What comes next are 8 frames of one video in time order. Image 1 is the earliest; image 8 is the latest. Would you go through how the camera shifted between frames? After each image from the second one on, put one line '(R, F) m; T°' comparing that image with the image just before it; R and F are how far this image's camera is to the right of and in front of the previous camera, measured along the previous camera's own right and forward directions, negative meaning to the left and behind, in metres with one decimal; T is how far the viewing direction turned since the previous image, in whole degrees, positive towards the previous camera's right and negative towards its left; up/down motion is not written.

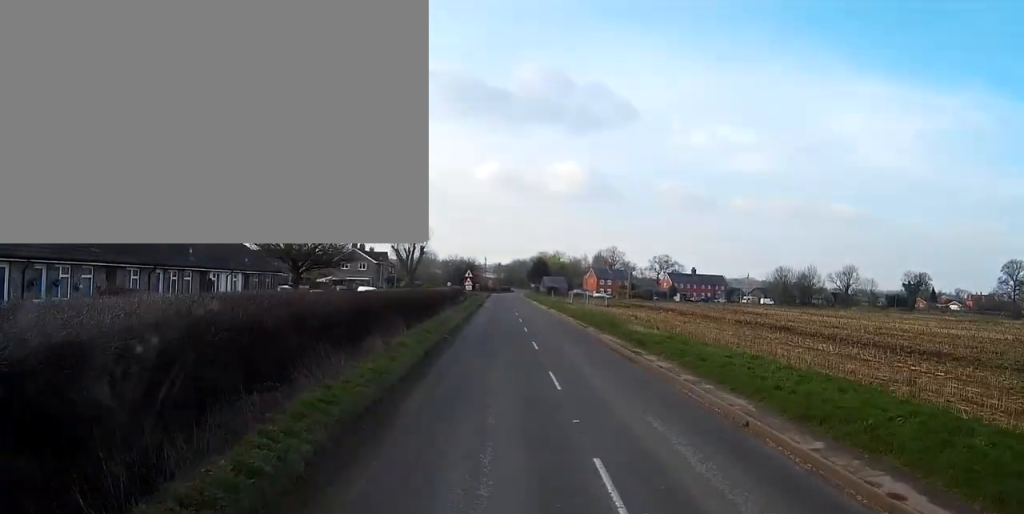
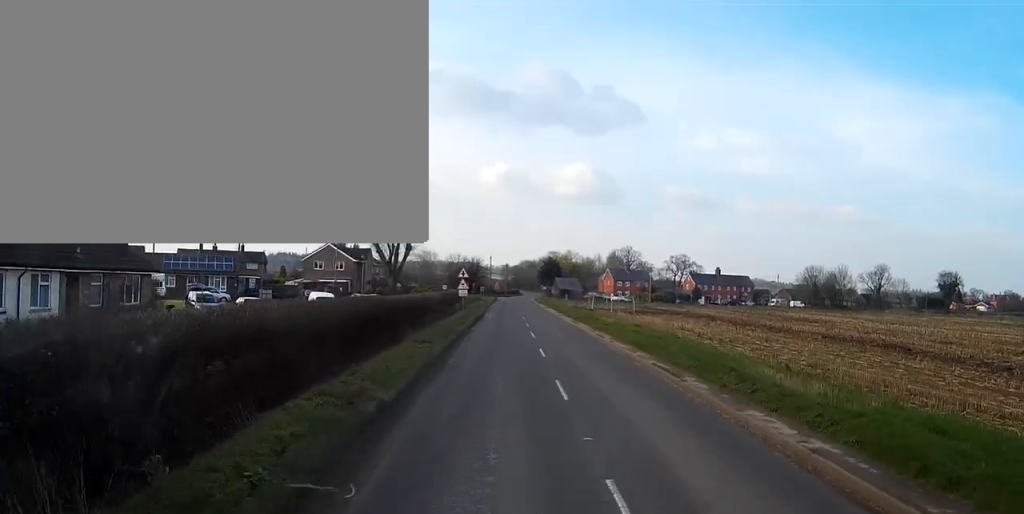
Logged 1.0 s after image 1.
(-0.1, +19.2) m; 0°
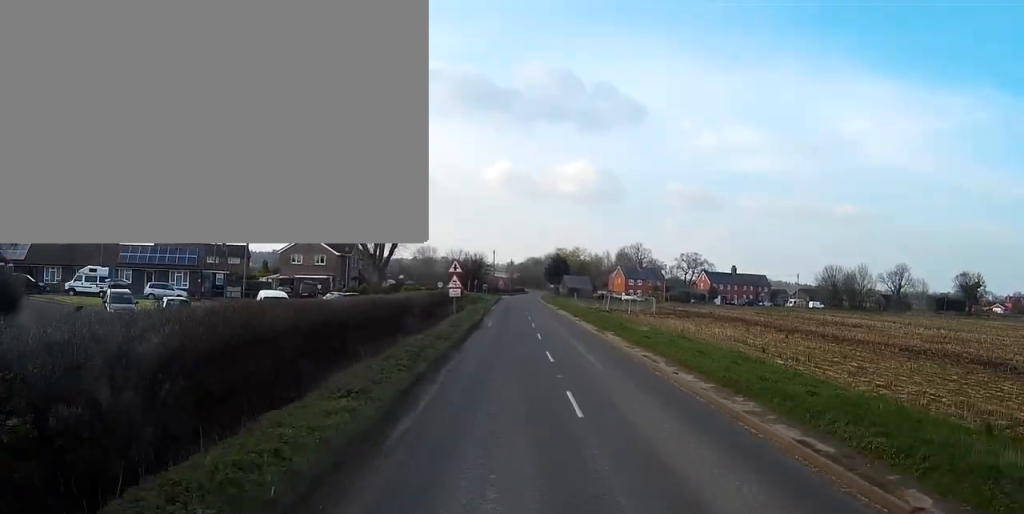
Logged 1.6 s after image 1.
(0.0, +11.2) m; 0°
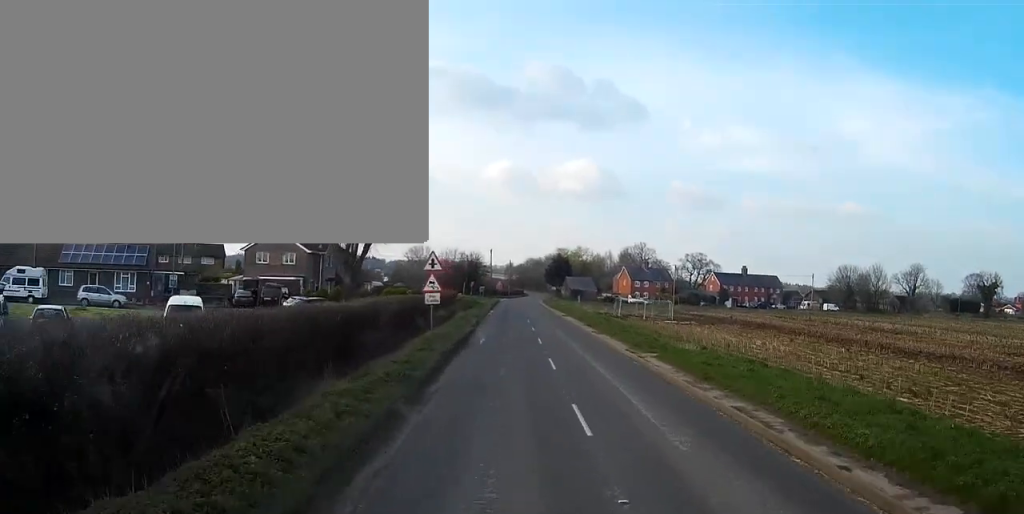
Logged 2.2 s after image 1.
(0.0, +10.5) m; 0°
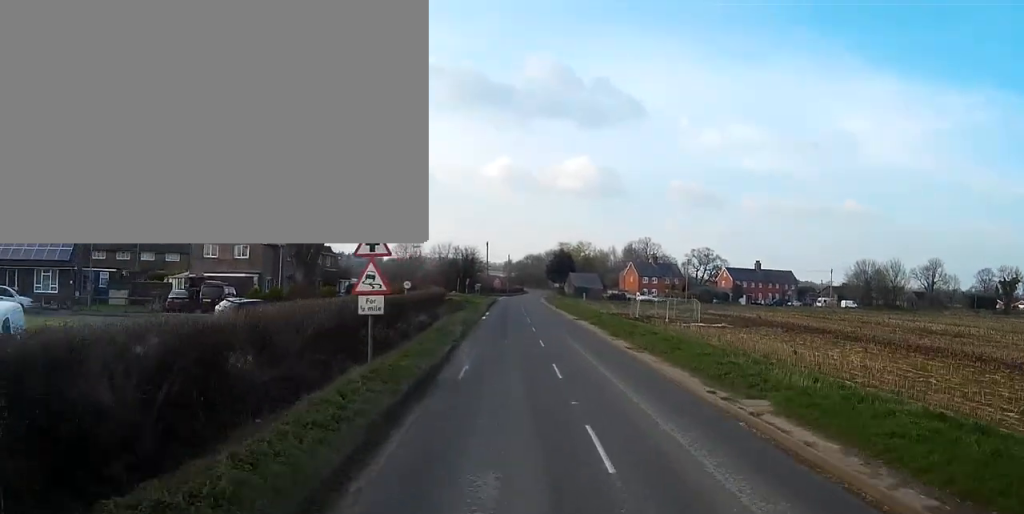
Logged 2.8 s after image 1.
(0.0, +11.8) m; 0°
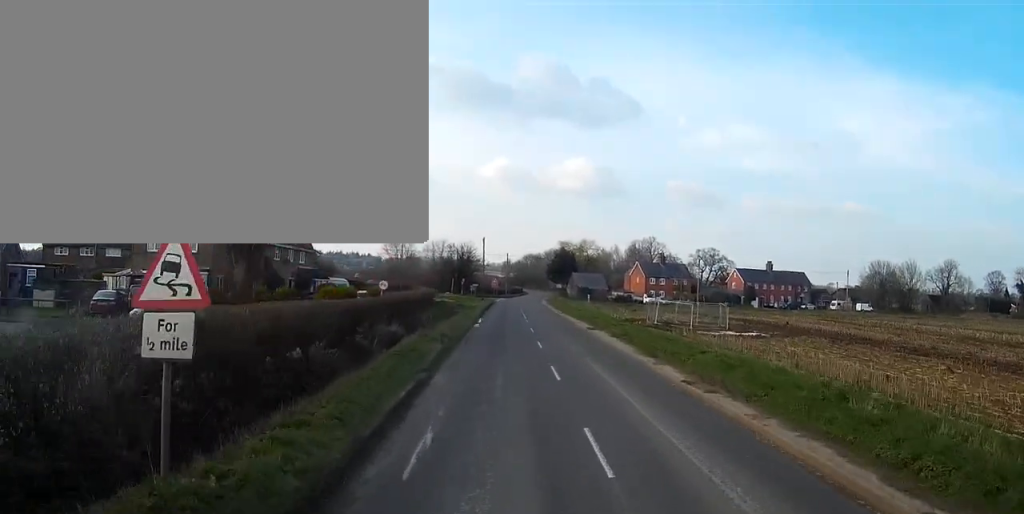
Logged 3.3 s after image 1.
(0.0, +9.3) m; 0°
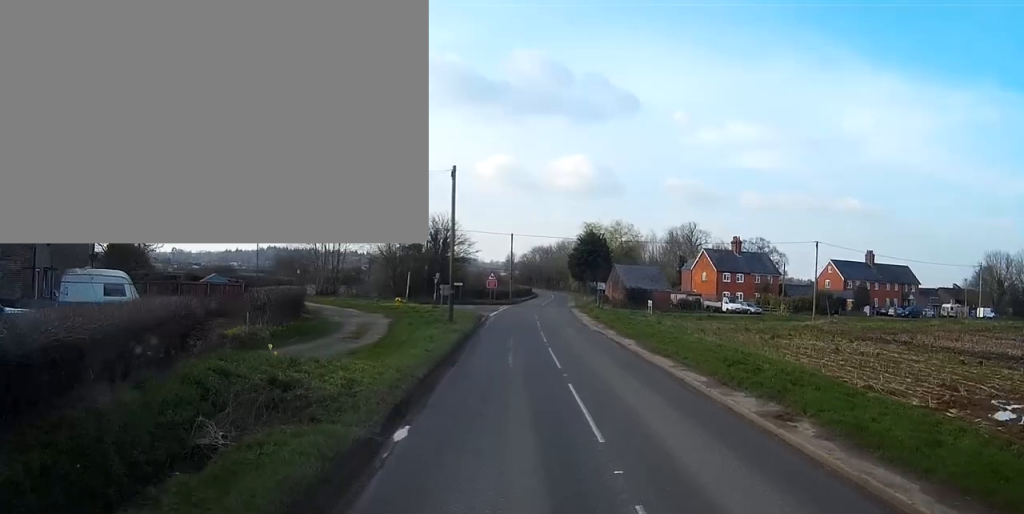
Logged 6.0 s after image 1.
(-0.4, +50.2) m; 0°
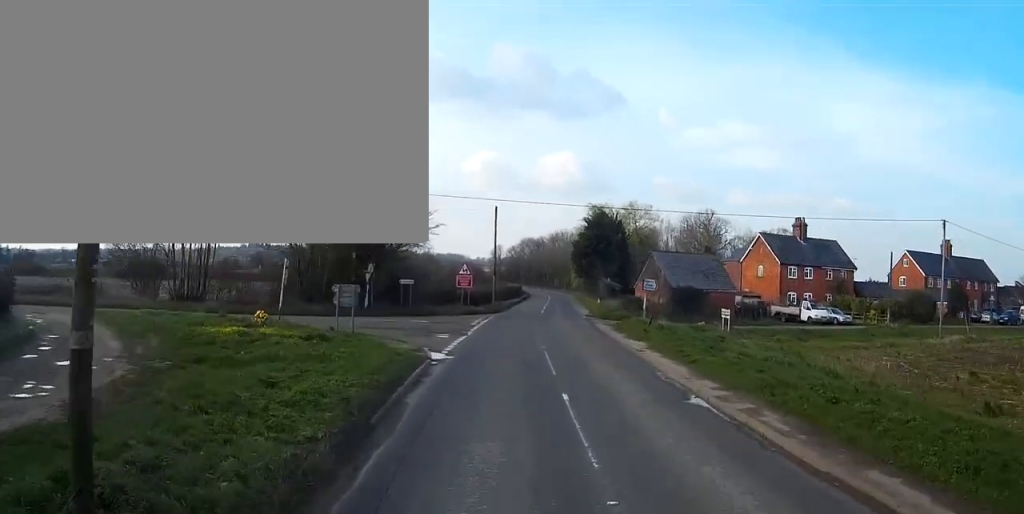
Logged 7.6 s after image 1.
(-0.1, +30.3) m; 0°
